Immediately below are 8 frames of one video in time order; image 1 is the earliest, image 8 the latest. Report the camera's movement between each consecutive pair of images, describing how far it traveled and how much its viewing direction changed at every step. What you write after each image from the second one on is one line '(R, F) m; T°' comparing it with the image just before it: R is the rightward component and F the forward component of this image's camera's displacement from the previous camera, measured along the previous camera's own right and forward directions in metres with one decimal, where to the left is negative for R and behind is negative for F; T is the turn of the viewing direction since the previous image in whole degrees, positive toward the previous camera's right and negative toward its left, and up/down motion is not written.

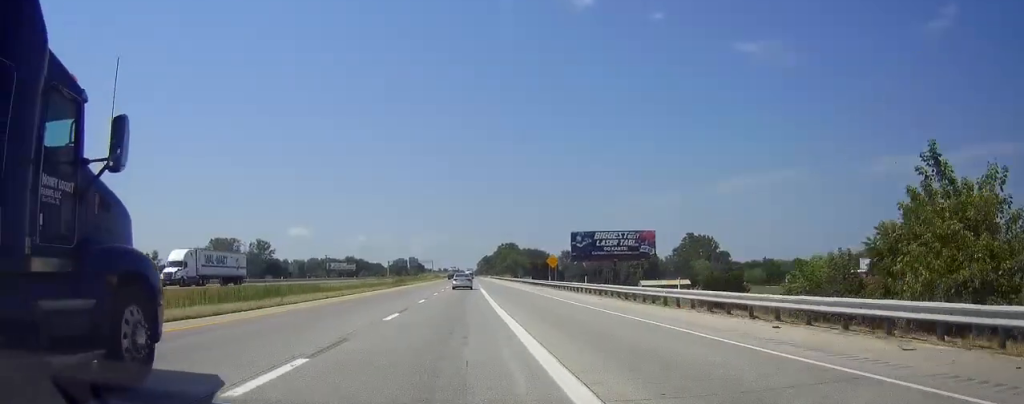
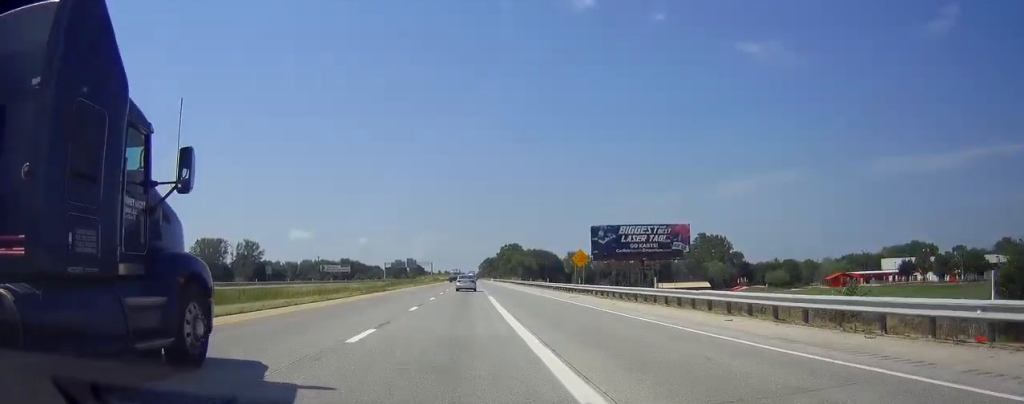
(-0.1, +18.7) m; 0°
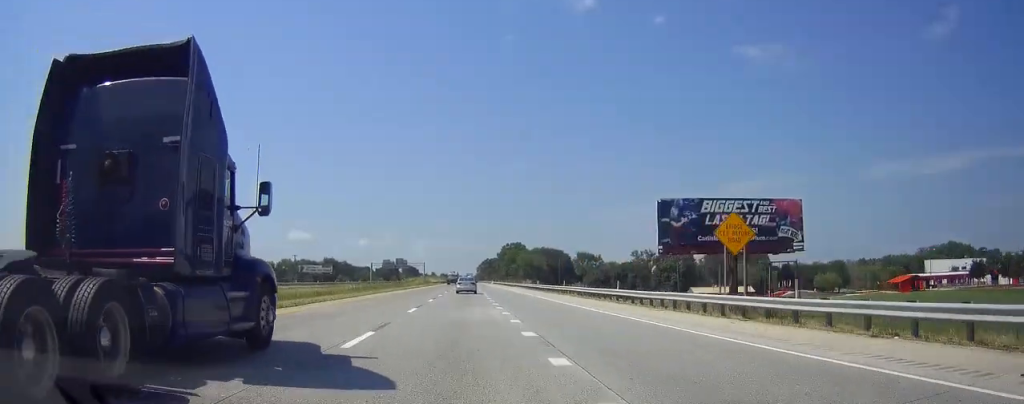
(0.0, +37.4) m; 0°
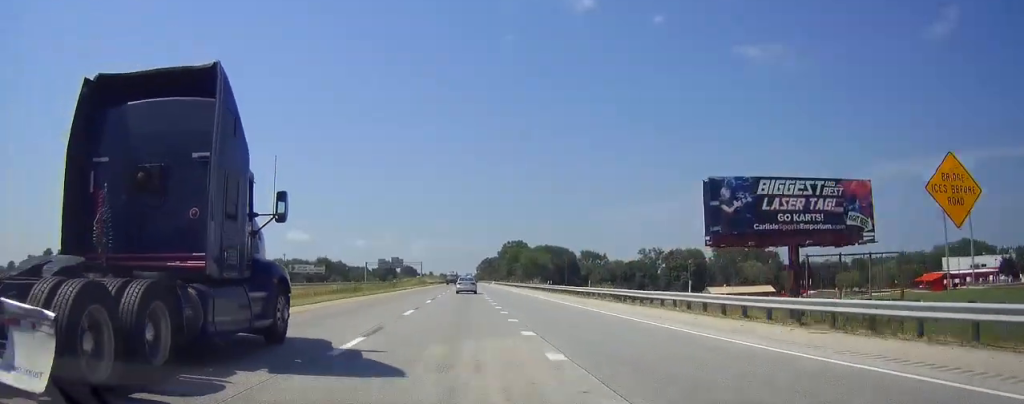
(+0.1, +13.5) m; 0°
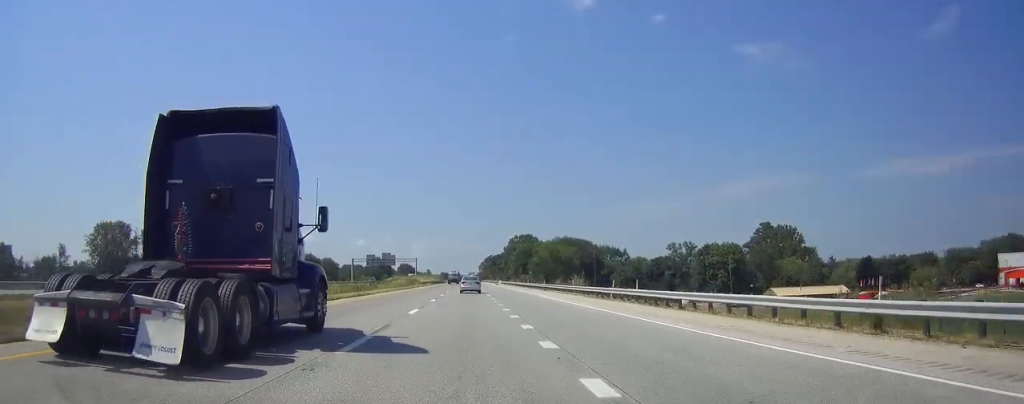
(+0.2, +36.4) m; 0°
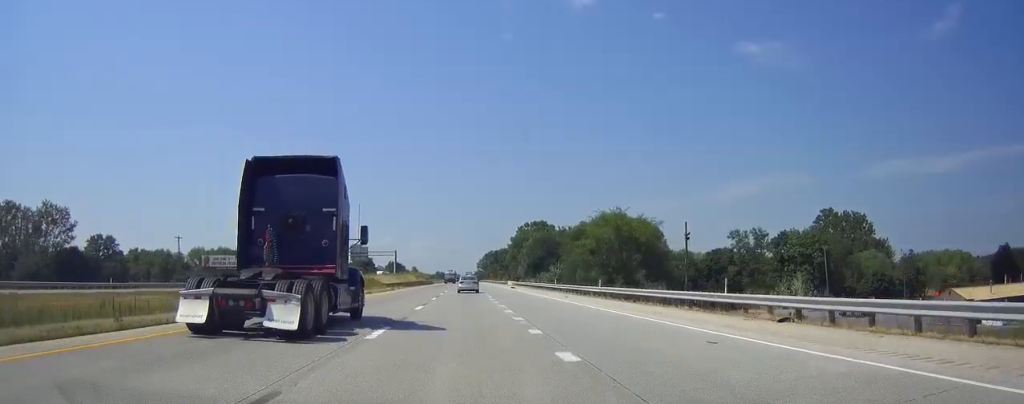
(0.0, +59.0) m; 0°
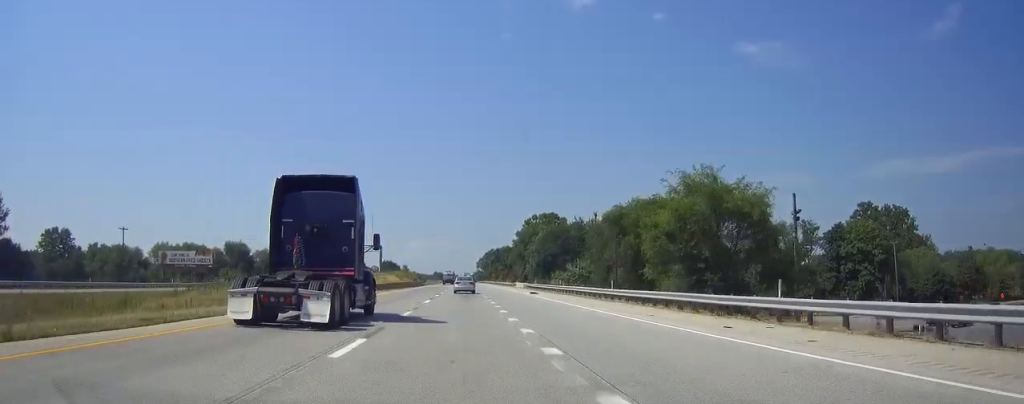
(0.0, +27.8) m; 0°
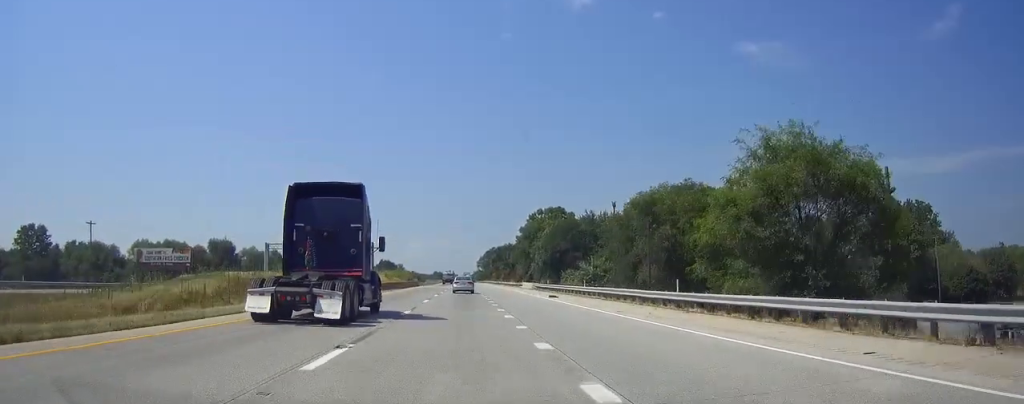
(0.0, +13.3) m; 0°
